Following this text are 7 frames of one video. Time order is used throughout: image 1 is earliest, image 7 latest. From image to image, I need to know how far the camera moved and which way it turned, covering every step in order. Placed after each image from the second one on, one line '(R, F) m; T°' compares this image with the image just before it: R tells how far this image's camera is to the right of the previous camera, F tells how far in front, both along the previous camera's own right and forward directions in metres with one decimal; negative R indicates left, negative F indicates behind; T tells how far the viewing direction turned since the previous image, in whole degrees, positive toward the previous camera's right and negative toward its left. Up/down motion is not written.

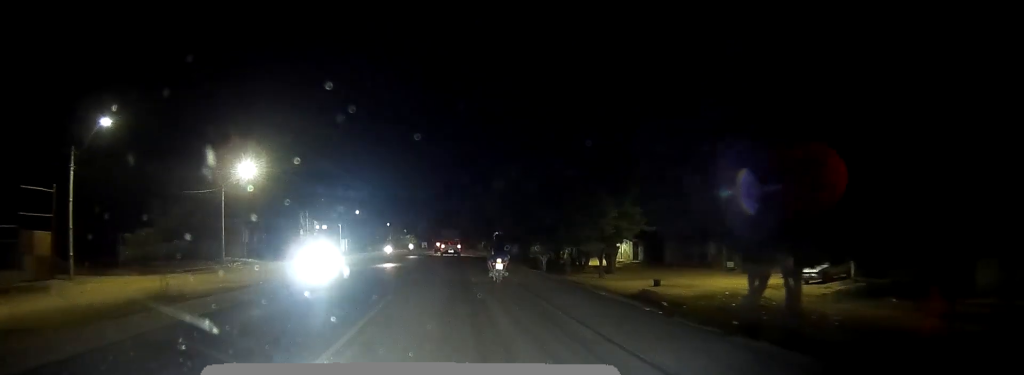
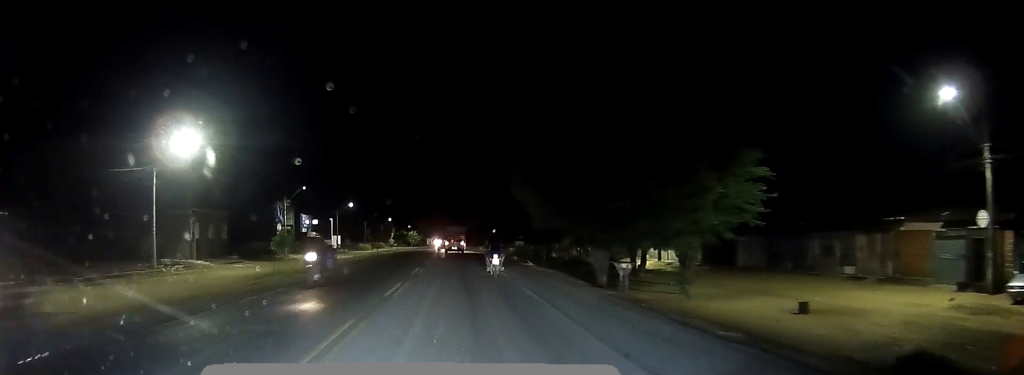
(+0.4, +15.4) m; +2°
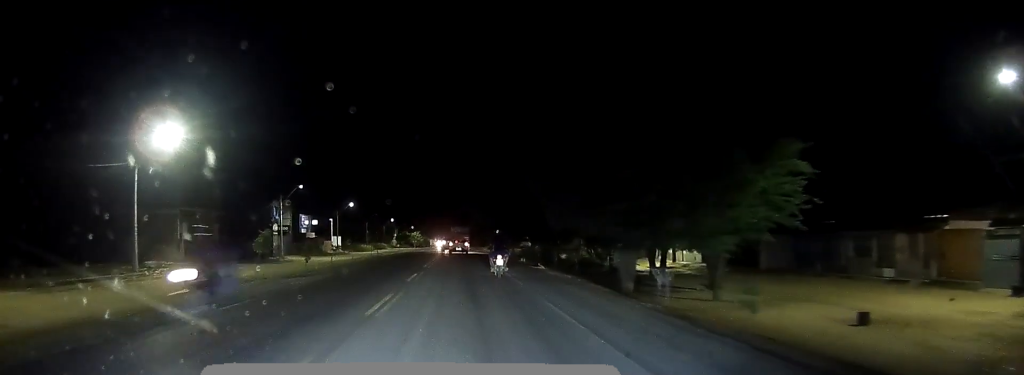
(0.0, +3.4) m; 0°
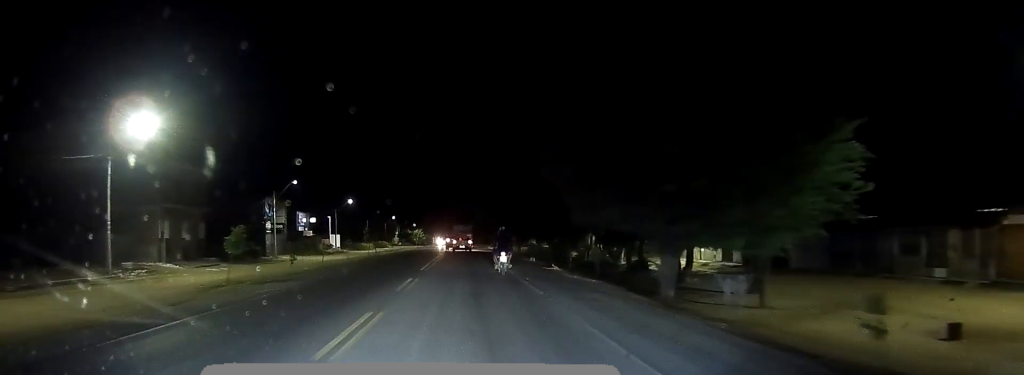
(0.0, +3.9) m; 0°
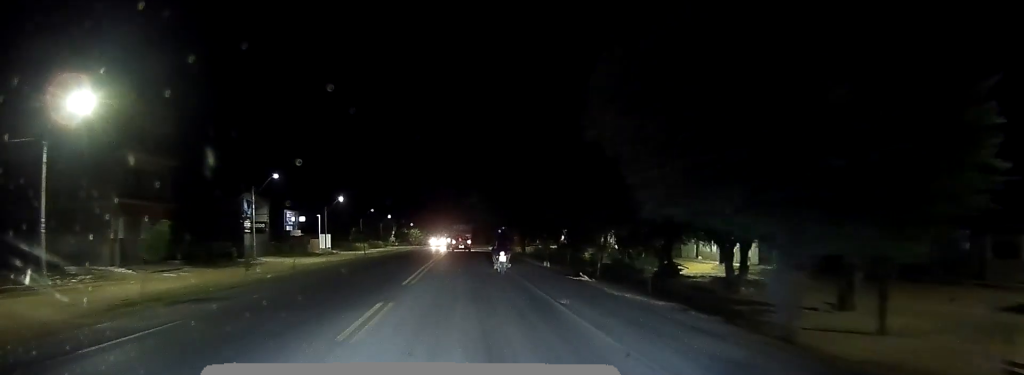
(0.0, +7.6) m; 0°
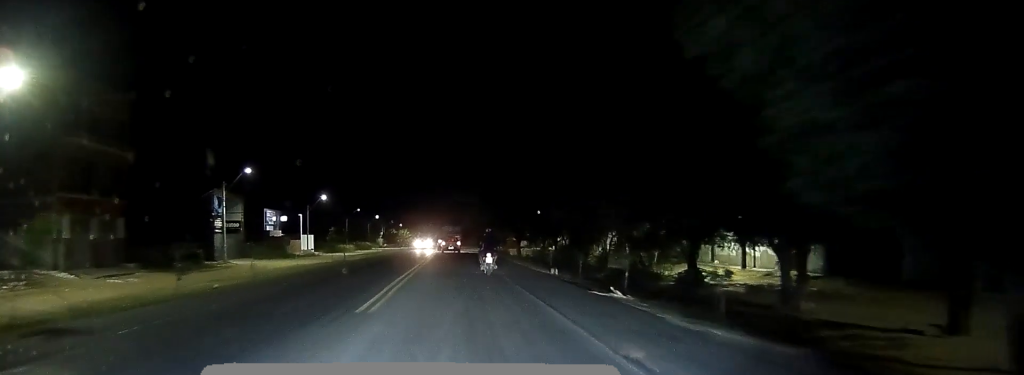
(0.0, +6.7) m; 0°
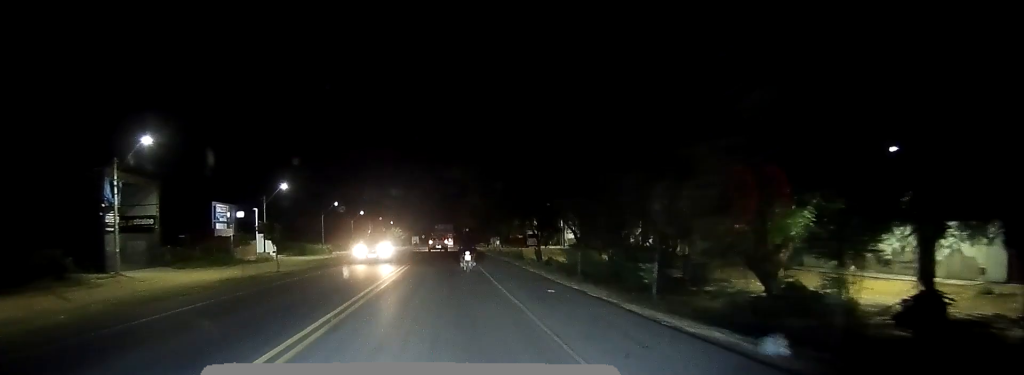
(+0.7, +21.3) m; +4°
